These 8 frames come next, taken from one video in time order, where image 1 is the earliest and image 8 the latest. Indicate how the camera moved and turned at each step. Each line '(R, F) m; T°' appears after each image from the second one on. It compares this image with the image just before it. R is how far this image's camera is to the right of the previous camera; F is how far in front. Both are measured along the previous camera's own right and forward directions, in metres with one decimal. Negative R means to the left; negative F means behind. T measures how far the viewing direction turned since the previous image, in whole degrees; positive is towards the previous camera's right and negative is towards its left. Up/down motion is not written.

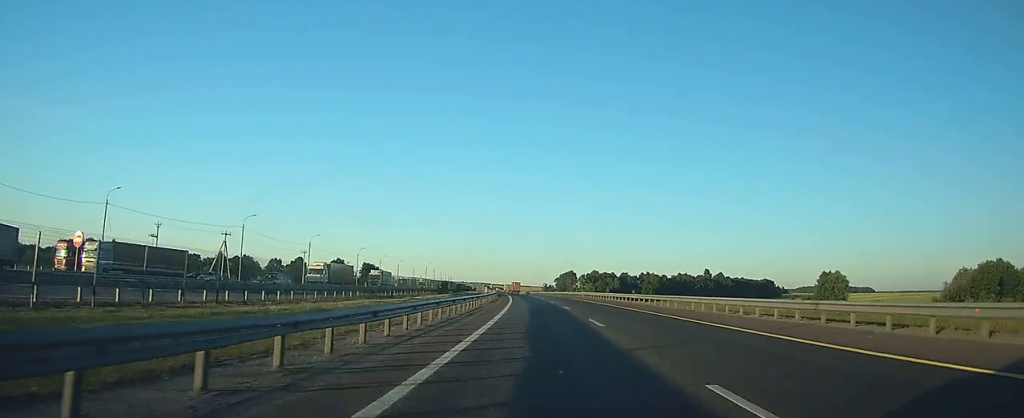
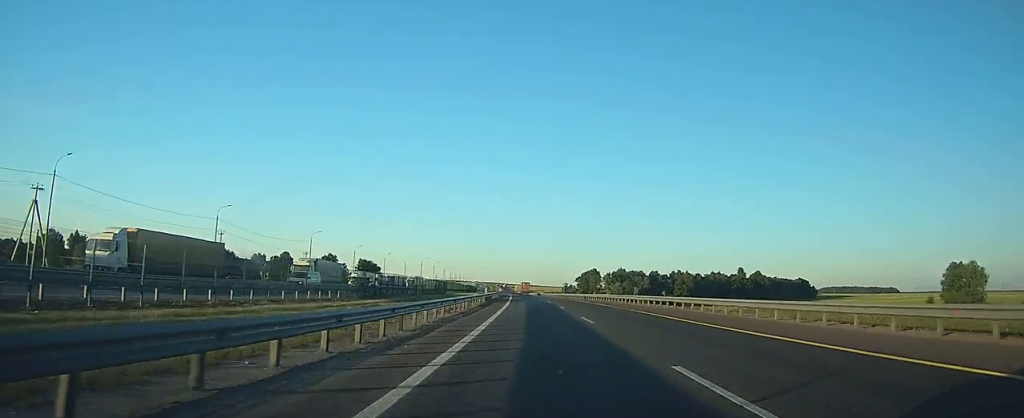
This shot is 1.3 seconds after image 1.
(-0.7, +45.8) m; -2°
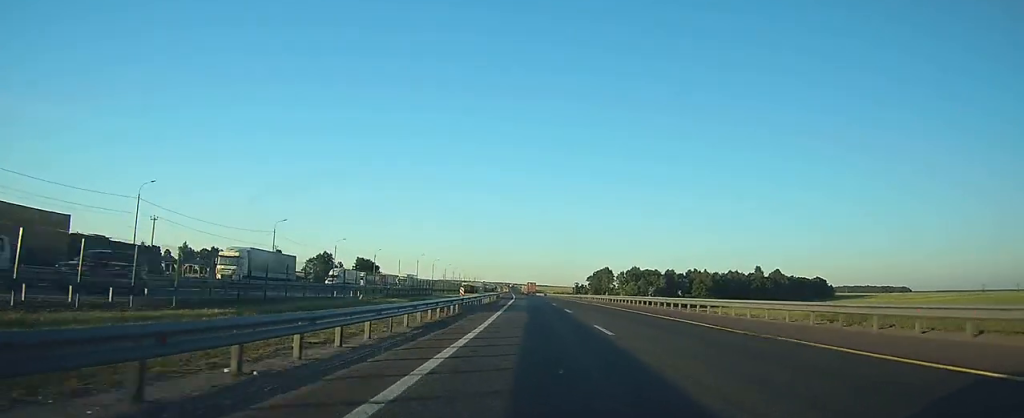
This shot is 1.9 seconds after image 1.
(-0.1, +20.9) m; -1°
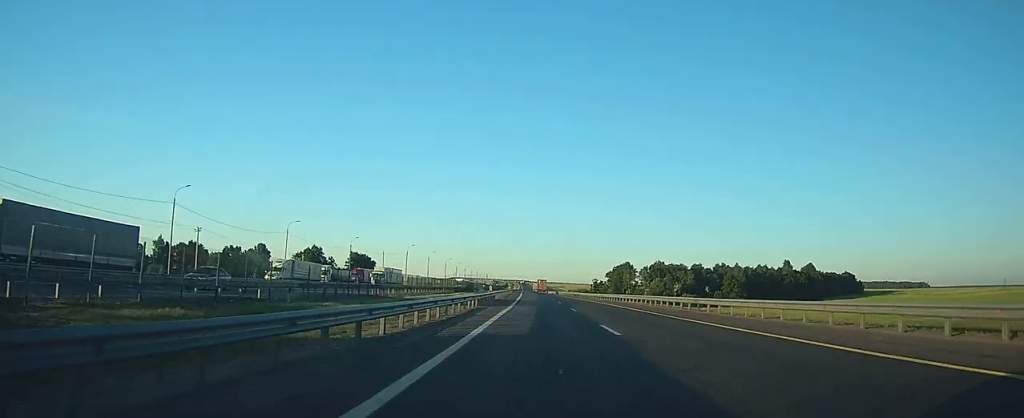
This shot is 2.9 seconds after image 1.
(-0.3, +32.7) m; -1°
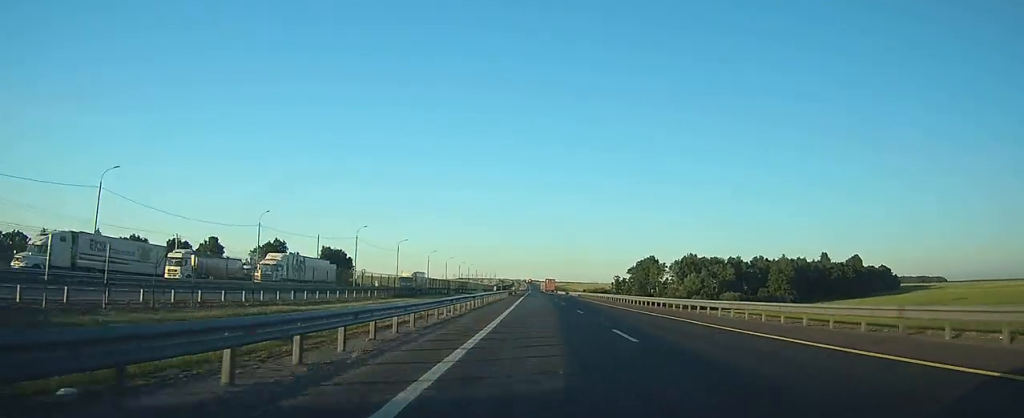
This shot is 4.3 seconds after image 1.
(-0.8, +49.5) m; -1°
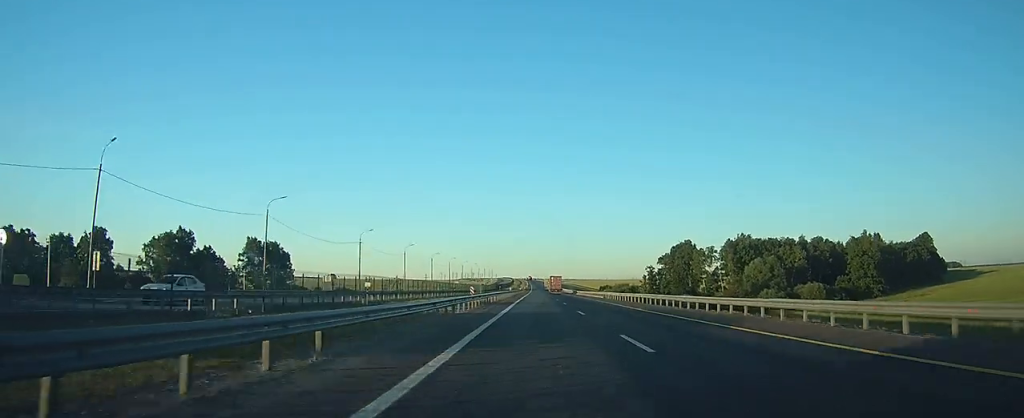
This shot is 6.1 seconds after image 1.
(-0.4, +66.6) m; -1°
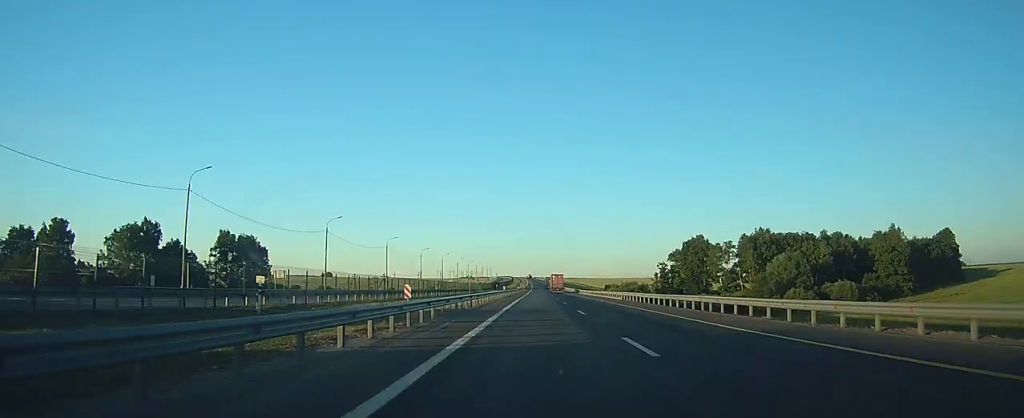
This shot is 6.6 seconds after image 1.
(0.0, +16.7) m; 0°
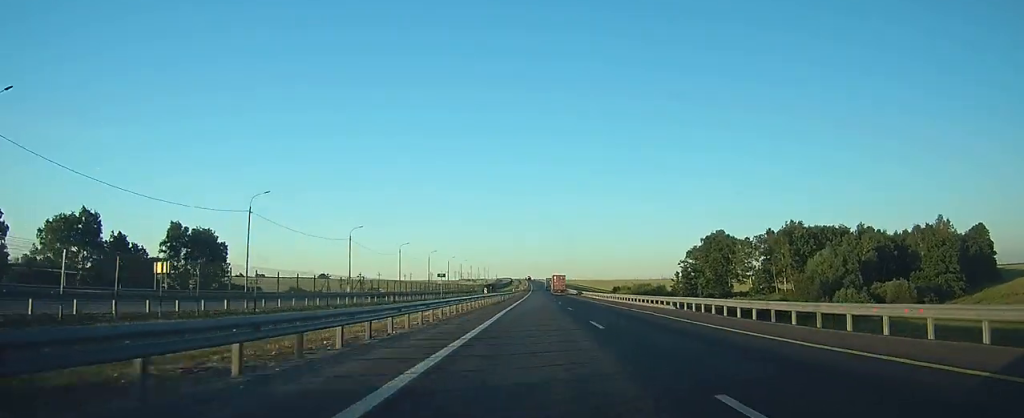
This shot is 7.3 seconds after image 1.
(0.0, +23.9) m; 0°
